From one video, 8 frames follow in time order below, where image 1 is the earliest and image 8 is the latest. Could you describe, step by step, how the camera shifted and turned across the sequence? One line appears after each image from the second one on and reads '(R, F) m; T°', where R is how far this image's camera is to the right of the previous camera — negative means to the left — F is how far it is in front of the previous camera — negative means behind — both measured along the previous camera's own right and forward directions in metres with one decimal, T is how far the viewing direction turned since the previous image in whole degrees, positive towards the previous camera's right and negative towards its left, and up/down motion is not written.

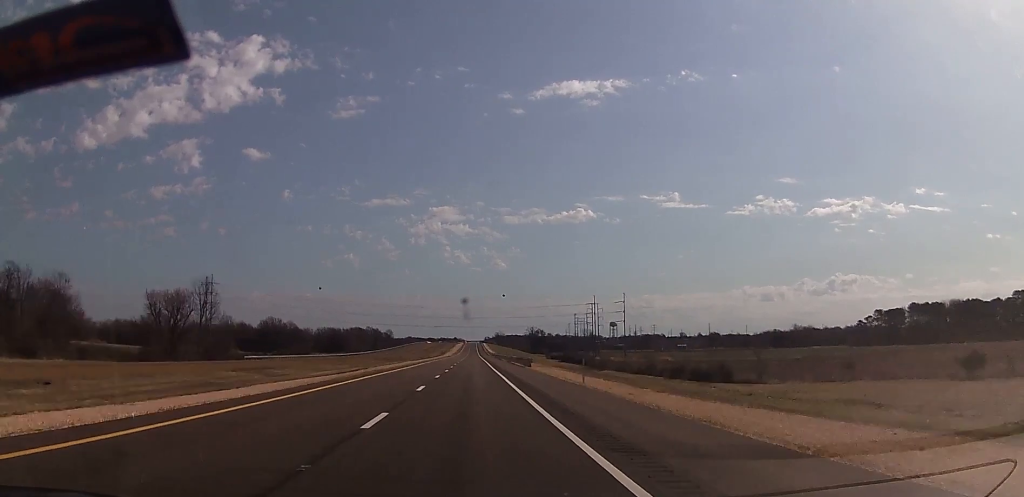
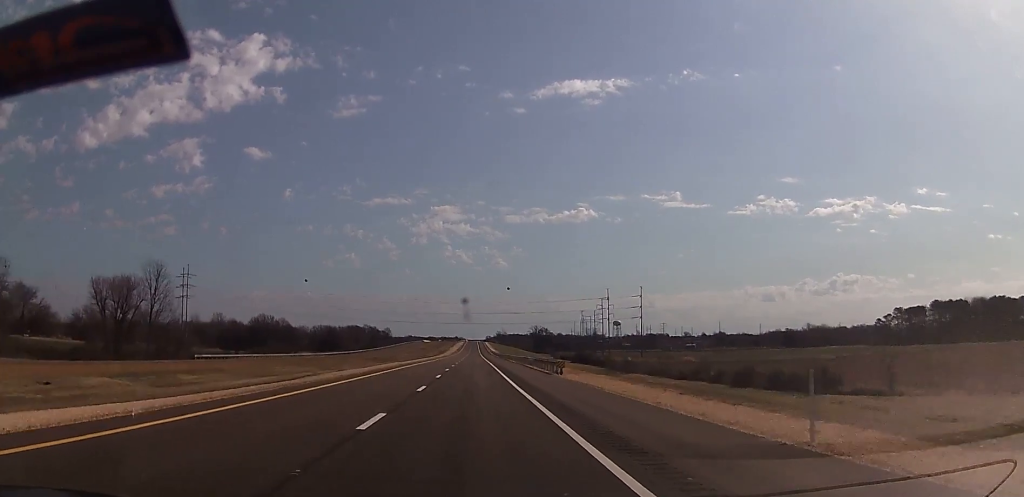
(0.0, +25.1) m; 0°
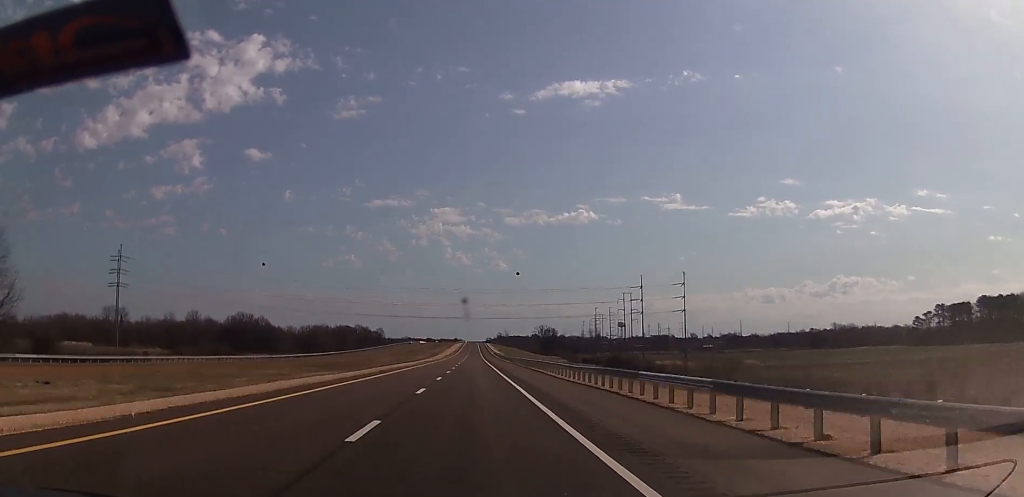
(0.0, +50.3) m; 0°
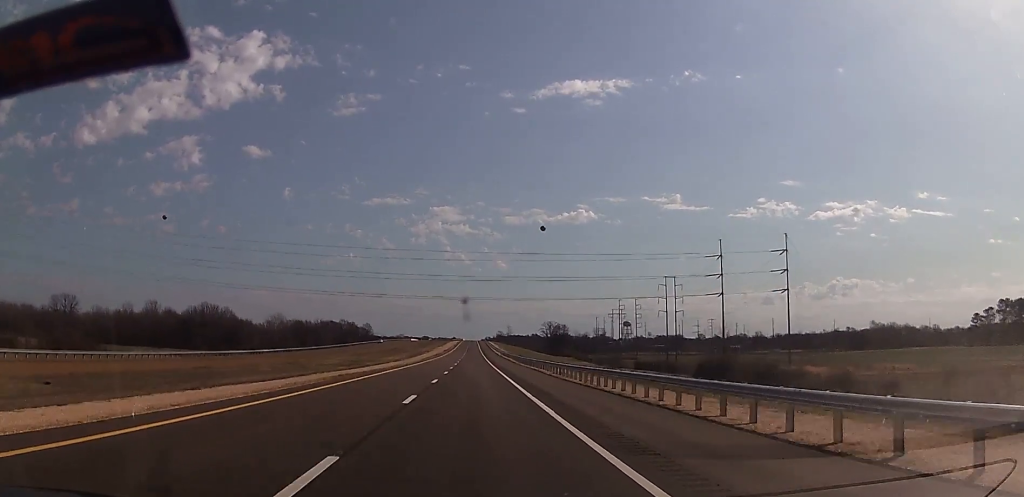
(-0.5, +65.6) m; -1°
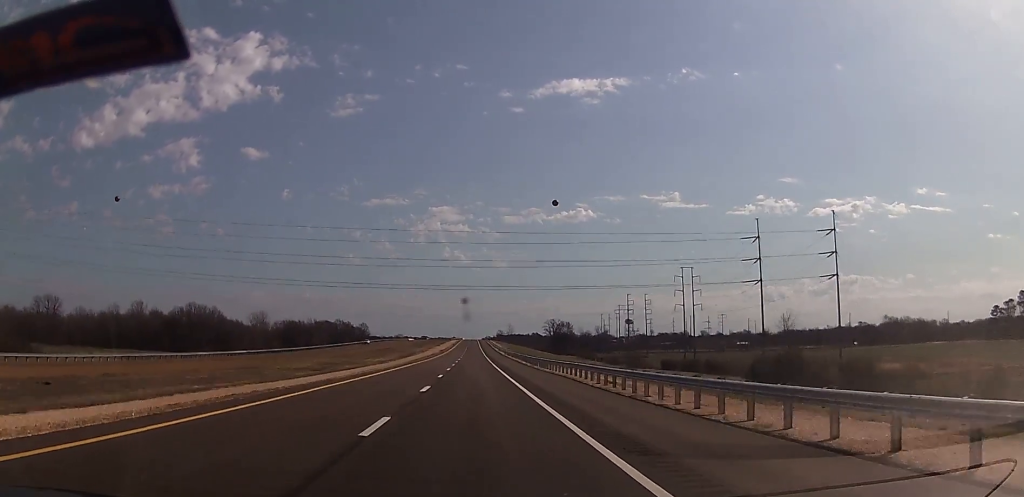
(-0.3, +19.1) m; 0°
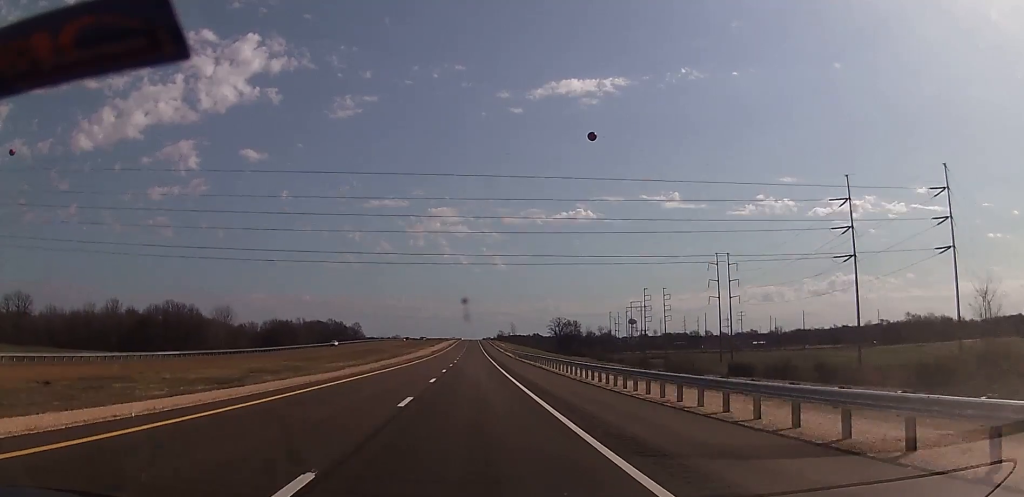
(+0.4, +31.0) m; +1°
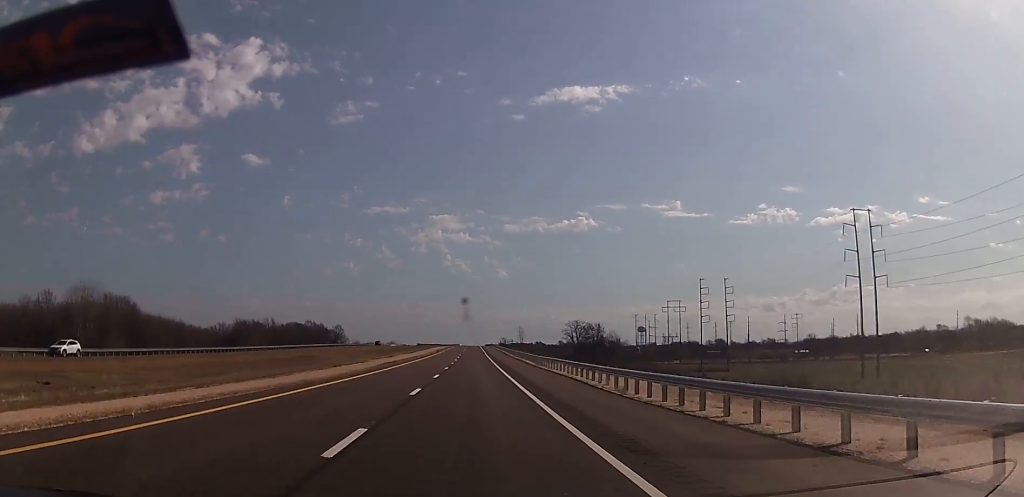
(+0.2, +69.0) m; 0°
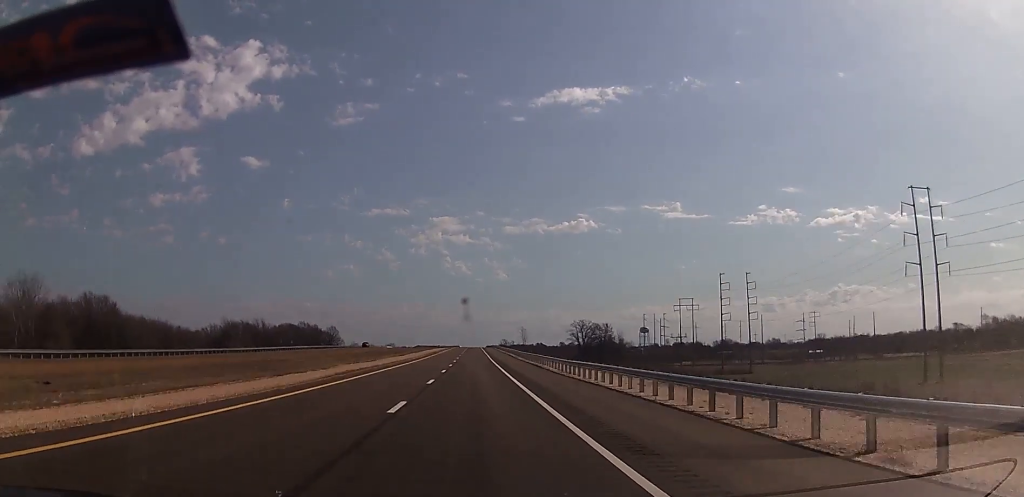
(0.0, +17.8) m; 0°
